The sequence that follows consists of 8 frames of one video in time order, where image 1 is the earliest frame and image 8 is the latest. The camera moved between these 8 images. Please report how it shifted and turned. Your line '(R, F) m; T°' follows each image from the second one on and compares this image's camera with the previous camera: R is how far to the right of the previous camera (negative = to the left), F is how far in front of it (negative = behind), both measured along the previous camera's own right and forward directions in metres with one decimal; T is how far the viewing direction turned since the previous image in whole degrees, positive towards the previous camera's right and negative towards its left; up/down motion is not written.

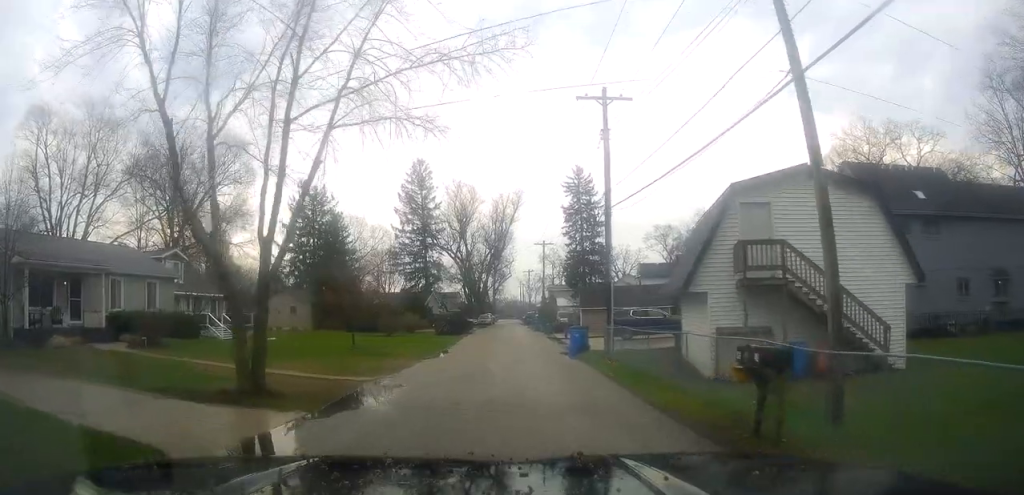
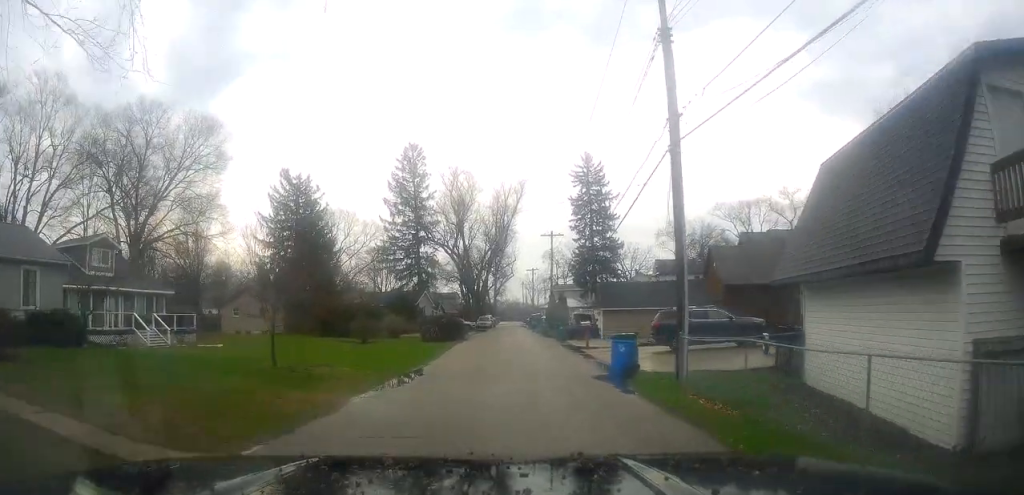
(-0.2, +10.2) m; -2°
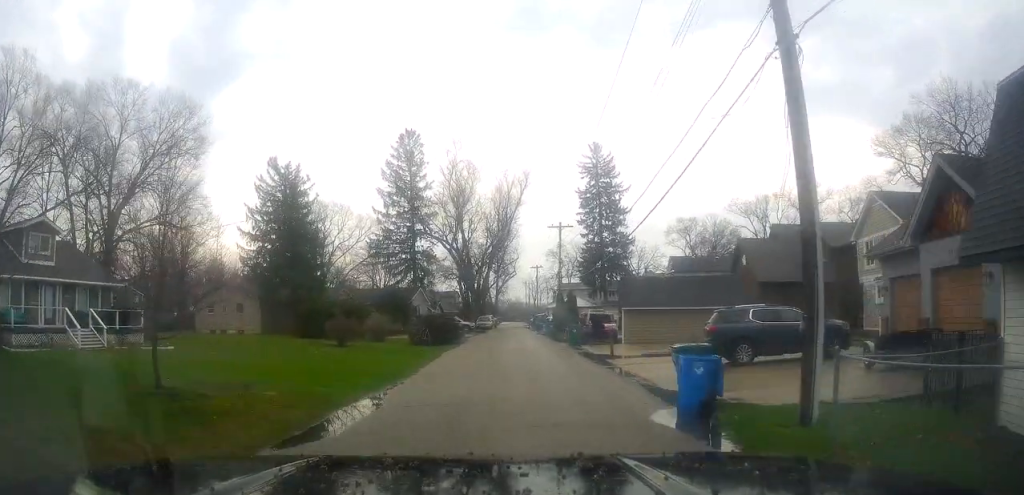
(+0.1, +6.7) m; -1°
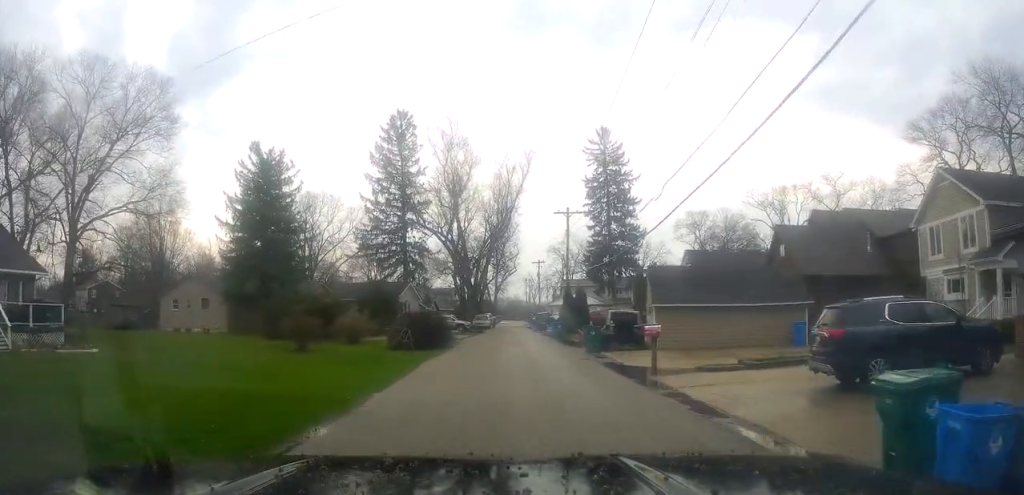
(-0.2, +7.2) m; +1°
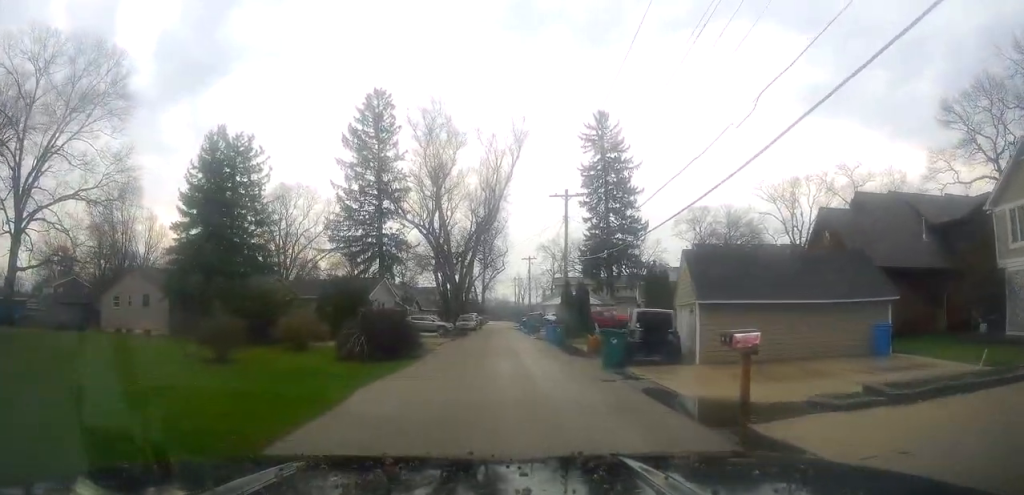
(+0.3, +8.0) m; +2°
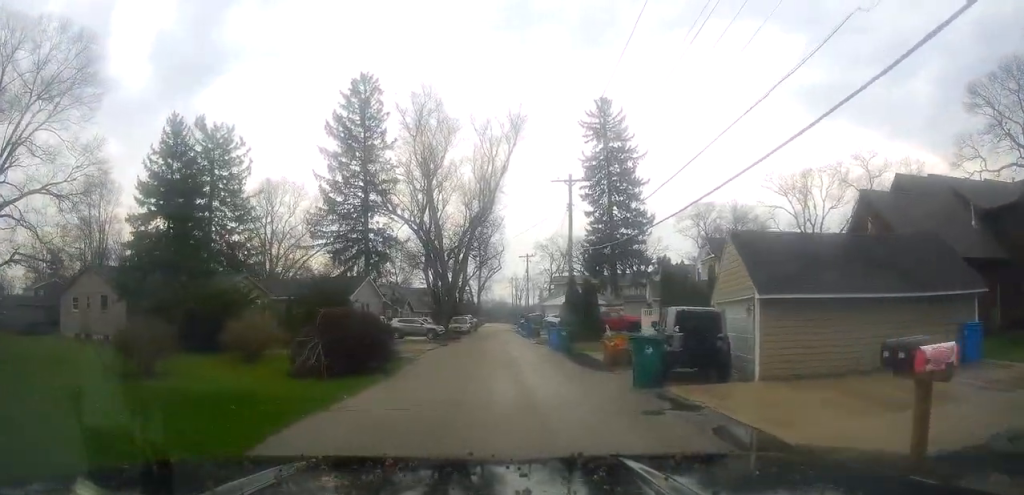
(0.0, +5.2) m; +2°
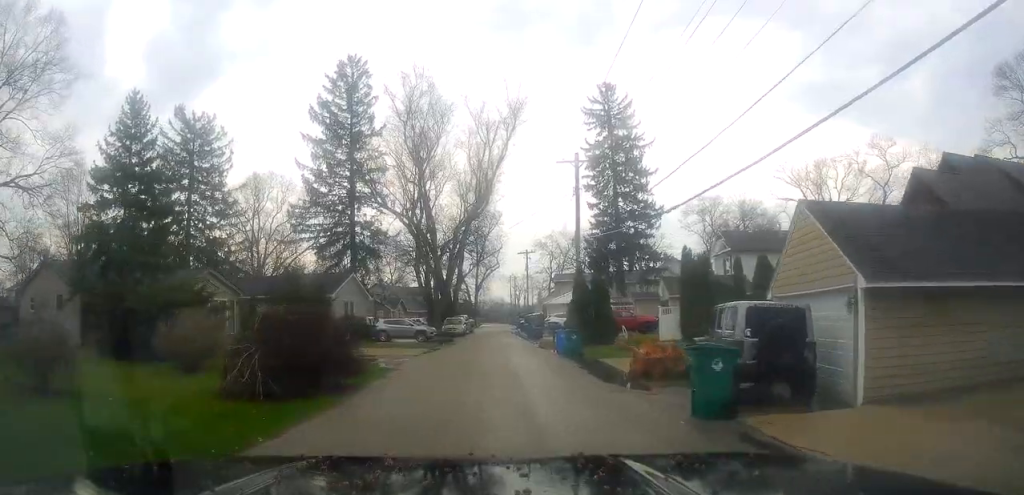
(0.0, +4.8) m; +1°
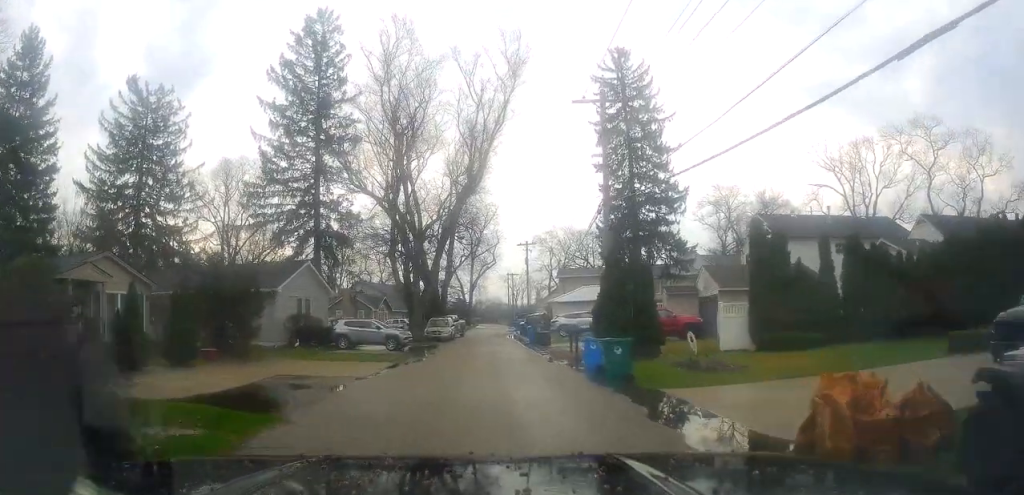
(+0.1, +9.8) m; +1°
